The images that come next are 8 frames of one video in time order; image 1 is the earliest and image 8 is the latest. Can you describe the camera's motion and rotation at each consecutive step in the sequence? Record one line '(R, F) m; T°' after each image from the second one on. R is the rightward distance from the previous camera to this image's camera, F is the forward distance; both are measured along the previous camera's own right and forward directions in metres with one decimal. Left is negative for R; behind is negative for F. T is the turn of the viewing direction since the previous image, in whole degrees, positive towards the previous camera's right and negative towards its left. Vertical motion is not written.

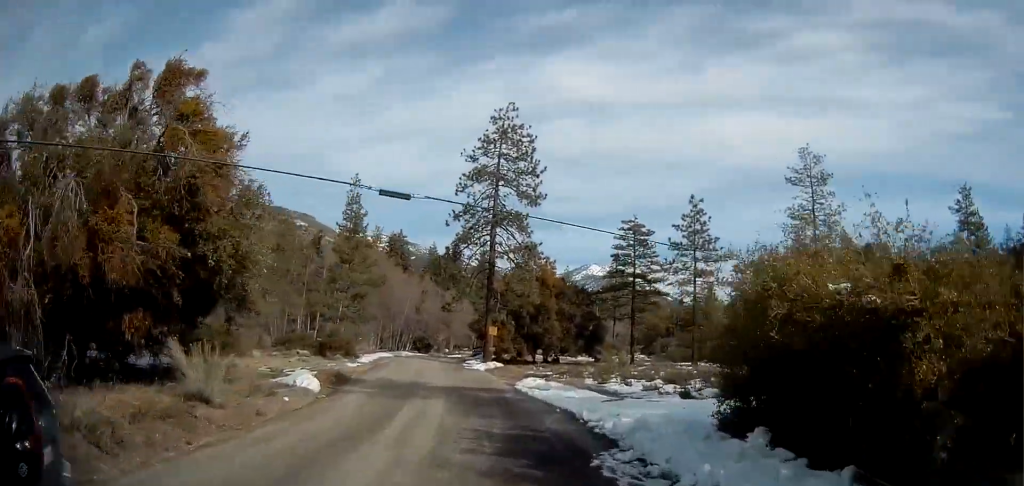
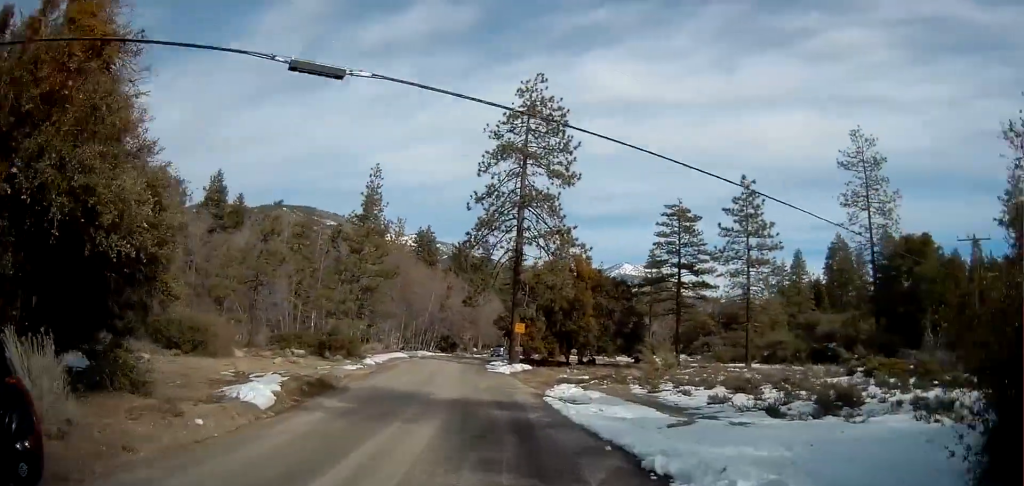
(-0.1, +5.8) m; -4°
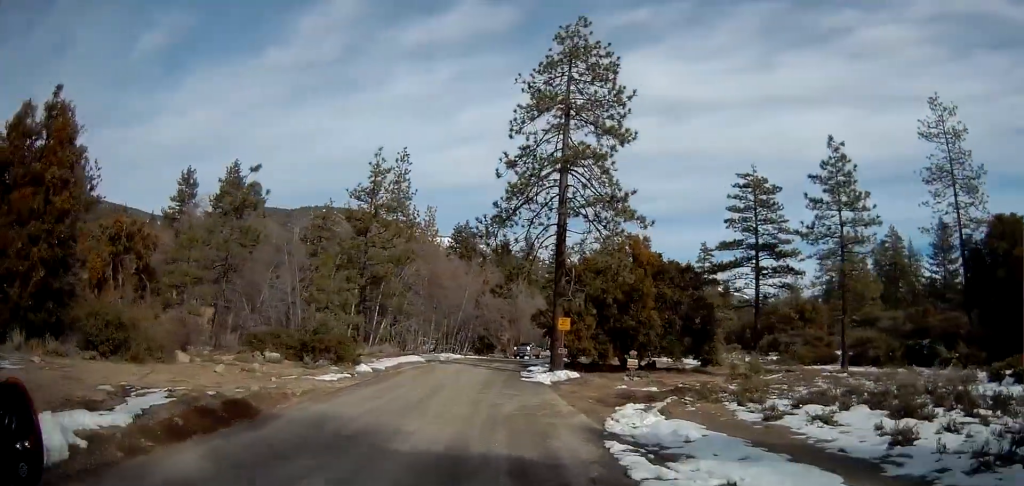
(-0.4, +8.8) m; -5°
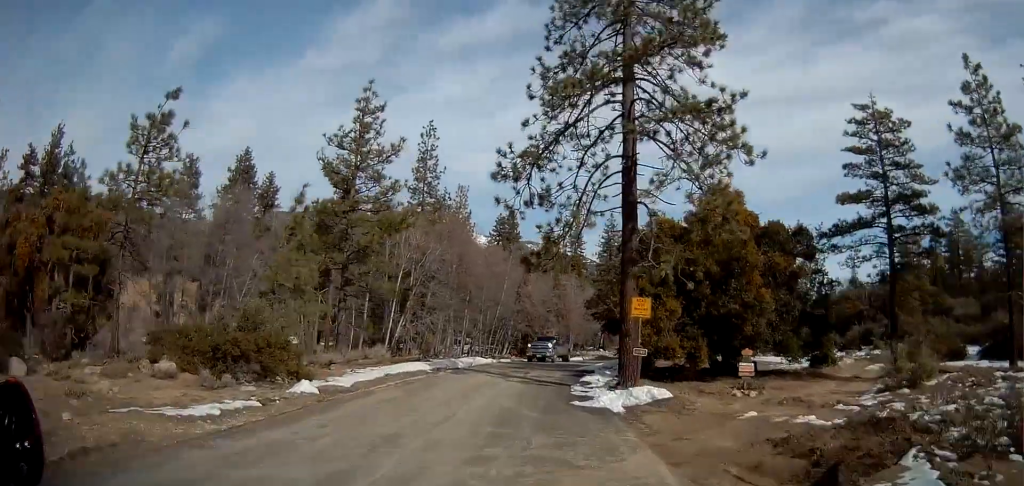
(-0.5, +11.6) m; -4°
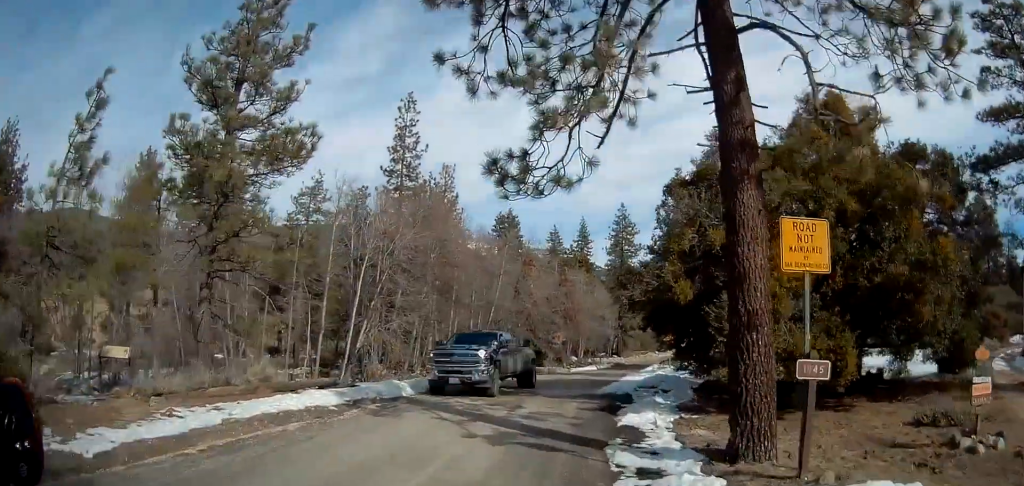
(-0.3, +11.9) m; 0°
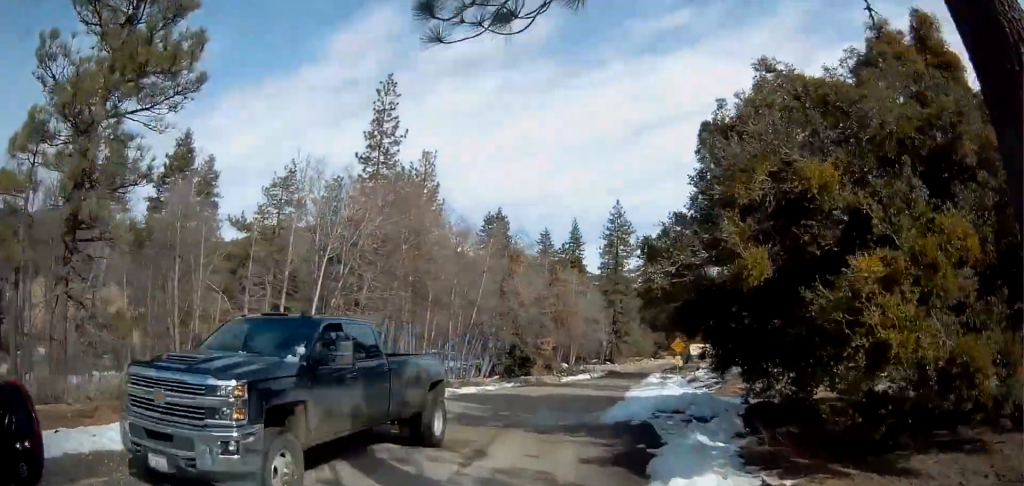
(+0.3, +5.7) m; +1°
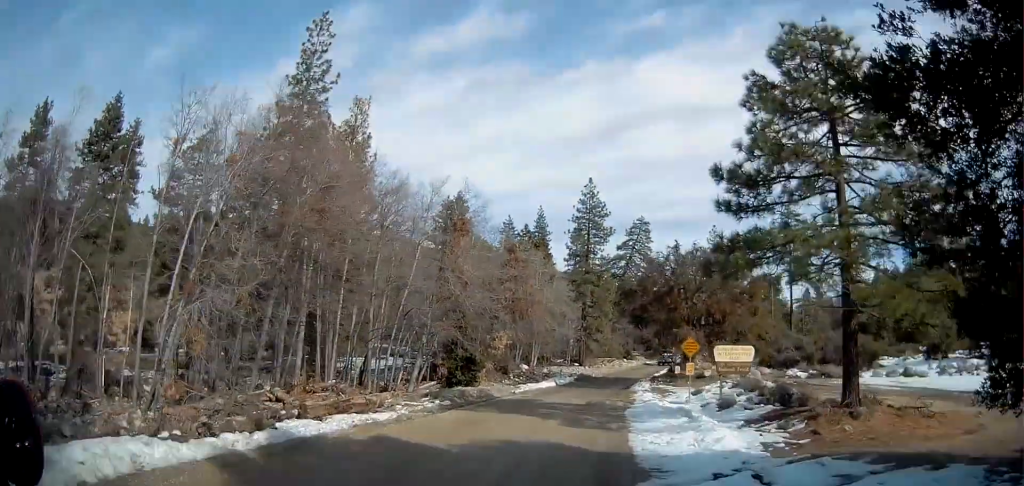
(-0.1, +11.4) m; +1°
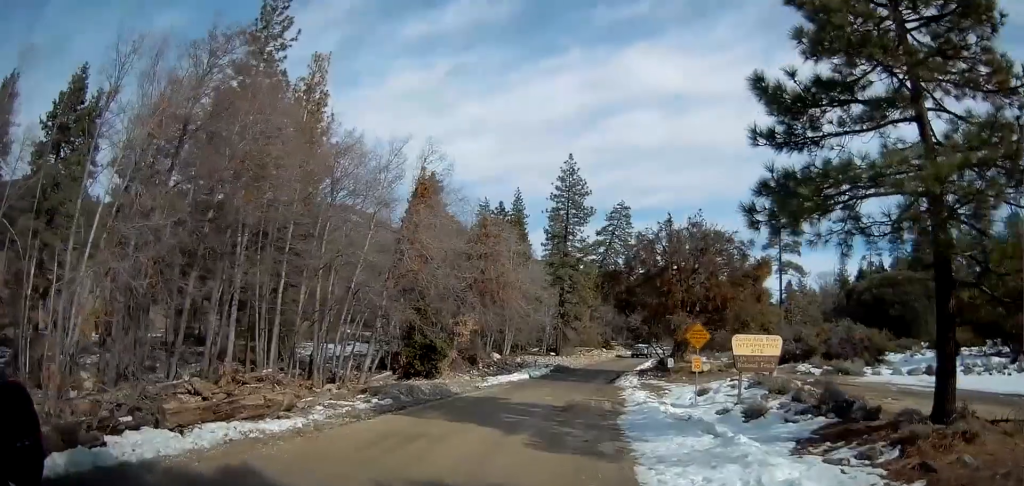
(+0.1, +4.7) m; +3°
